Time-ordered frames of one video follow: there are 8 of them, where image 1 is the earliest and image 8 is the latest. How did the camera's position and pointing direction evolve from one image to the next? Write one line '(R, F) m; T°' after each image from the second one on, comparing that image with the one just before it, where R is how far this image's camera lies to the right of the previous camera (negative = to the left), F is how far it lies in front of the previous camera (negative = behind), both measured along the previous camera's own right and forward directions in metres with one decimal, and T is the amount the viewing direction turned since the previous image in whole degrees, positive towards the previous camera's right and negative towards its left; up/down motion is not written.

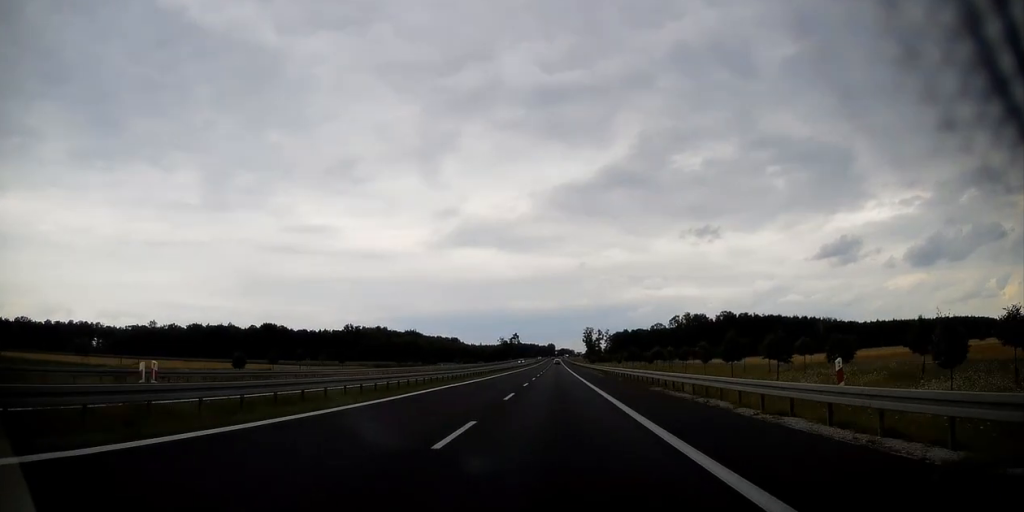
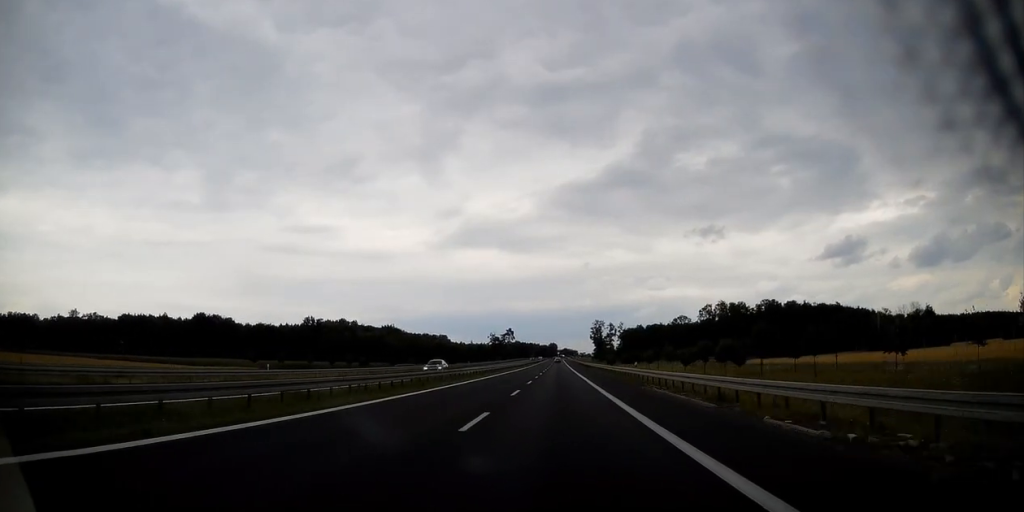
(0.0, +69.7) m; 0°
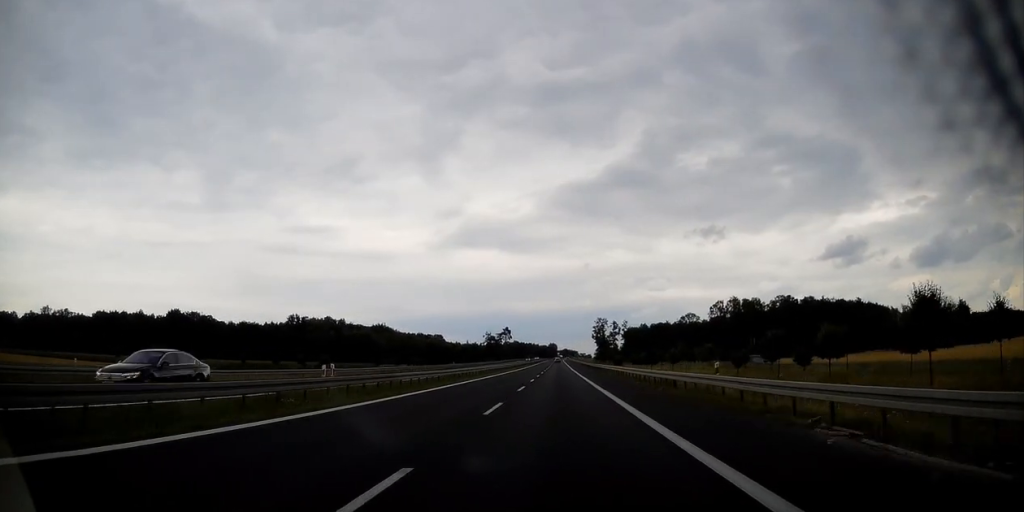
(-0.1, +20.4) m; 0°
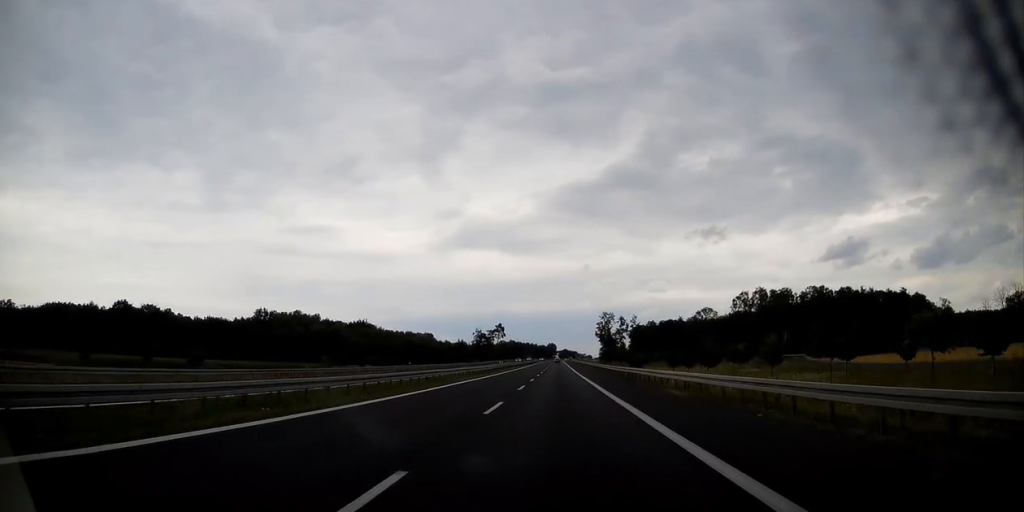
(+0.1, +36.1) m; 0°
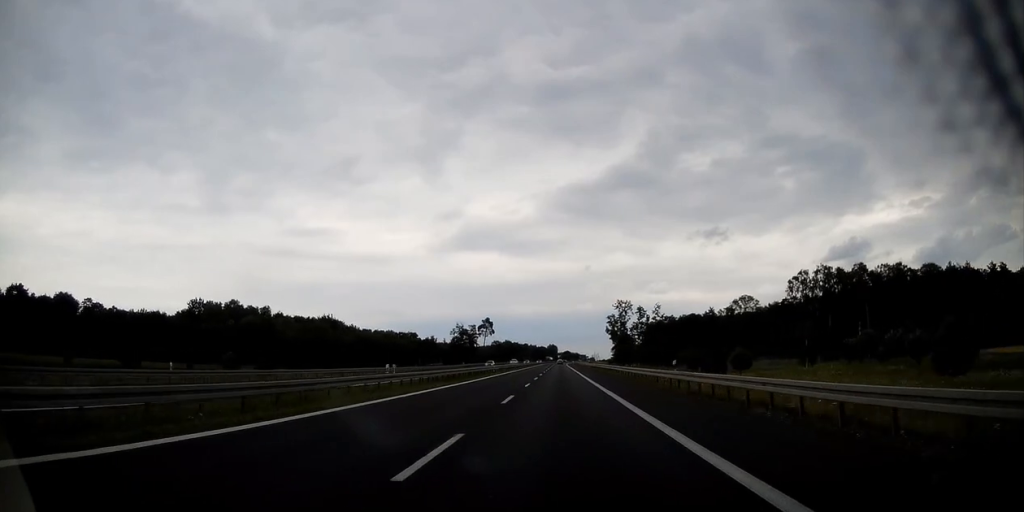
(0.0, +56.4) m; 0°
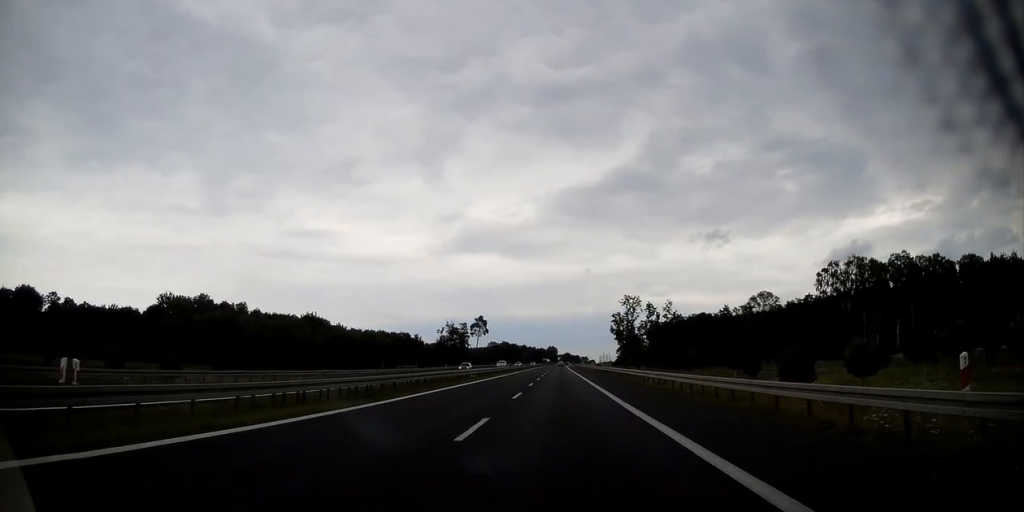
(0.0, +20.4) m; 0°
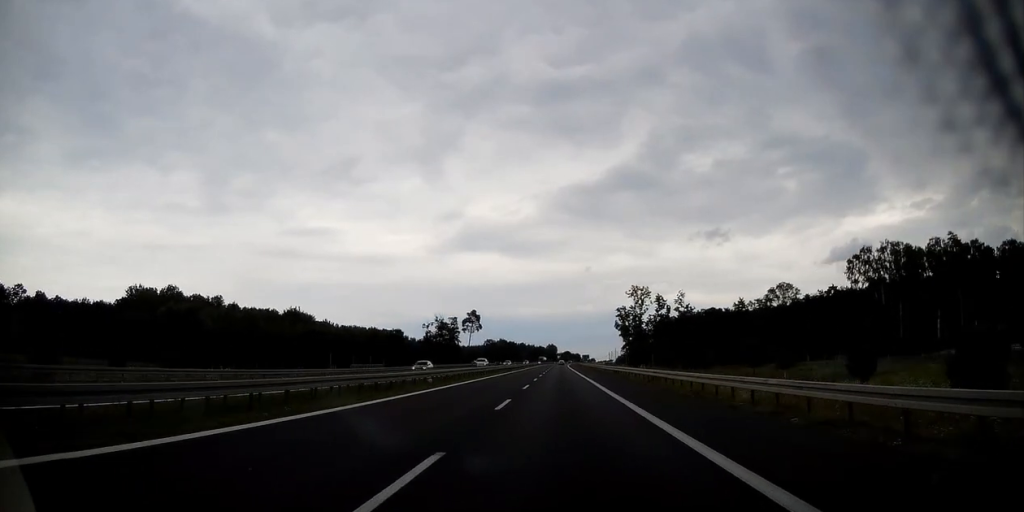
(+0.1, +17.9) m; 0°
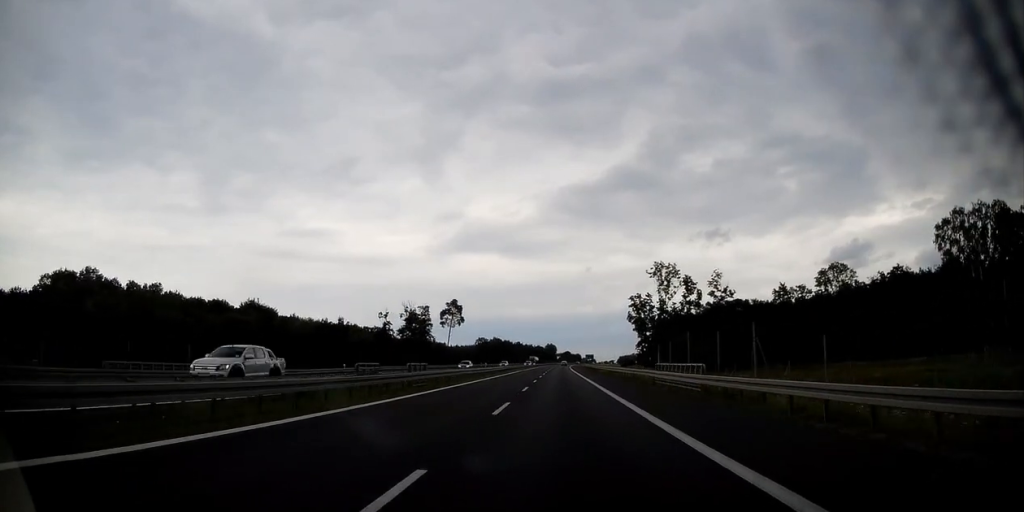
(-0.1, +37.0) m; 0°
